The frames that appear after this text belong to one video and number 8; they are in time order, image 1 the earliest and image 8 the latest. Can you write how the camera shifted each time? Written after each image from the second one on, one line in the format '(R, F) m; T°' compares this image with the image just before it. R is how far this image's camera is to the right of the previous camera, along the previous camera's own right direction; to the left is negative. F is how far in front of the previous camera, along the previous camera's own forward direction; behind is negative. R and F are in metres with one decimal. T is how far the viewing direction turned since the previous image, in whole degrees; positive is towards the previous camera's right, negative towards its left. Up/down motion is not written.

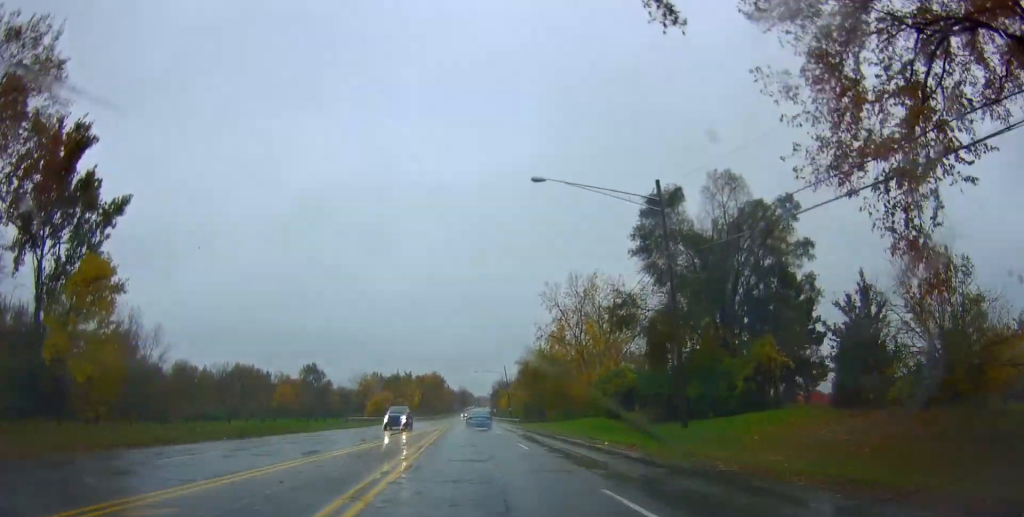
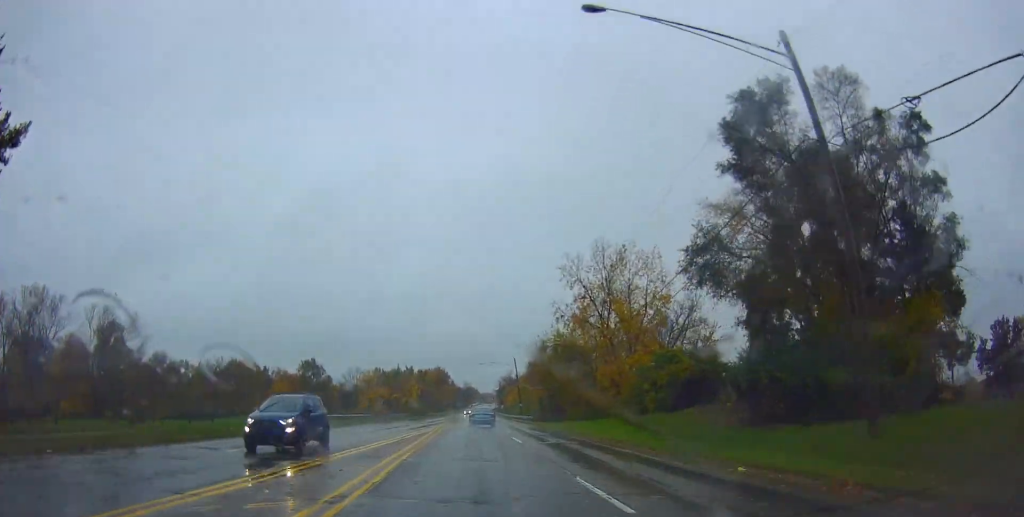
(-0.2, +13.9) m; -1°
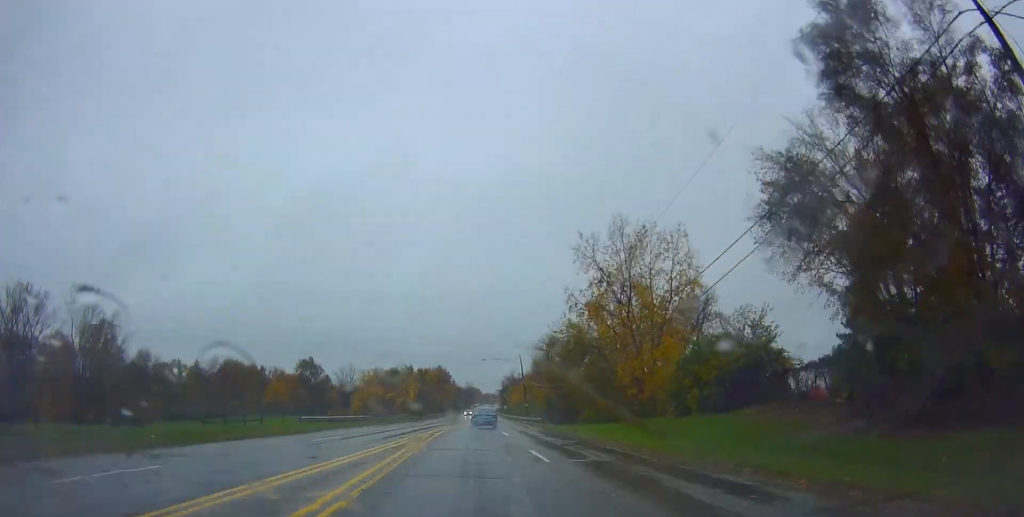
(-0.1, +8.2) m; 0°
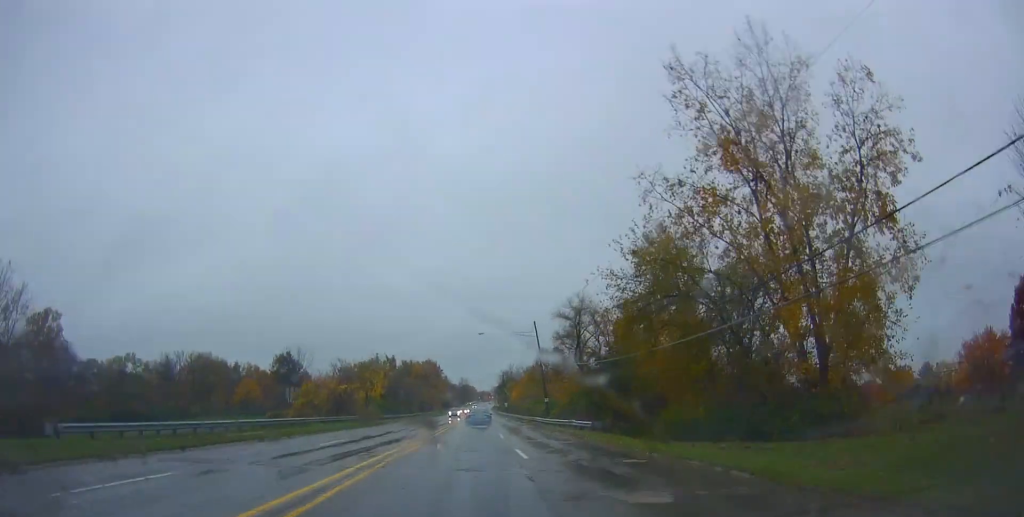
(+0.5, +32.4) m; +1°
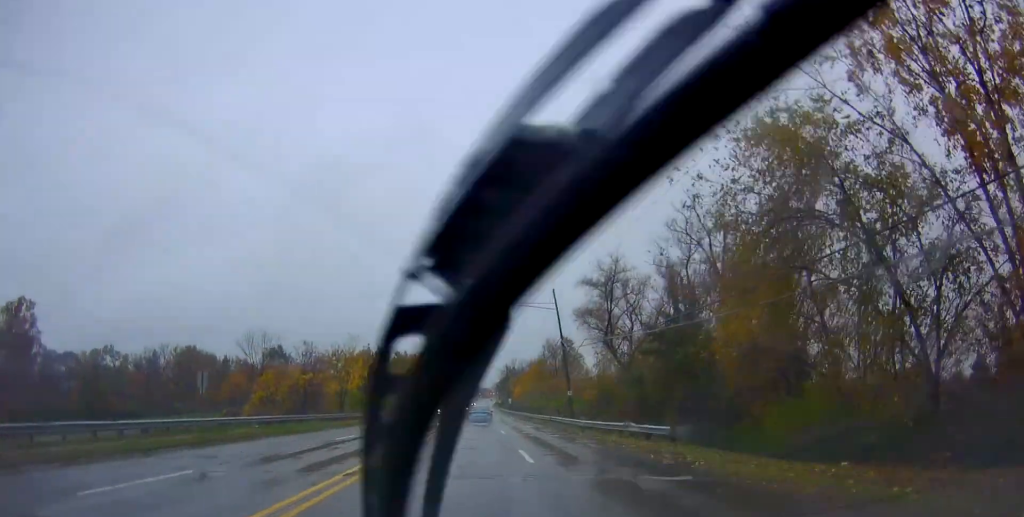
(-0.1, +15.3) m; -1°
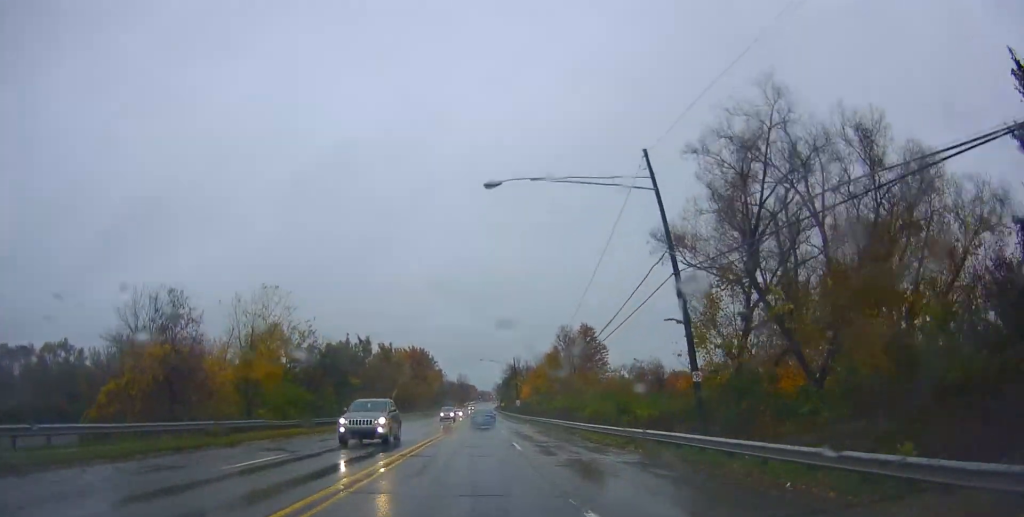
(-0.3, +27.3) m; -2°
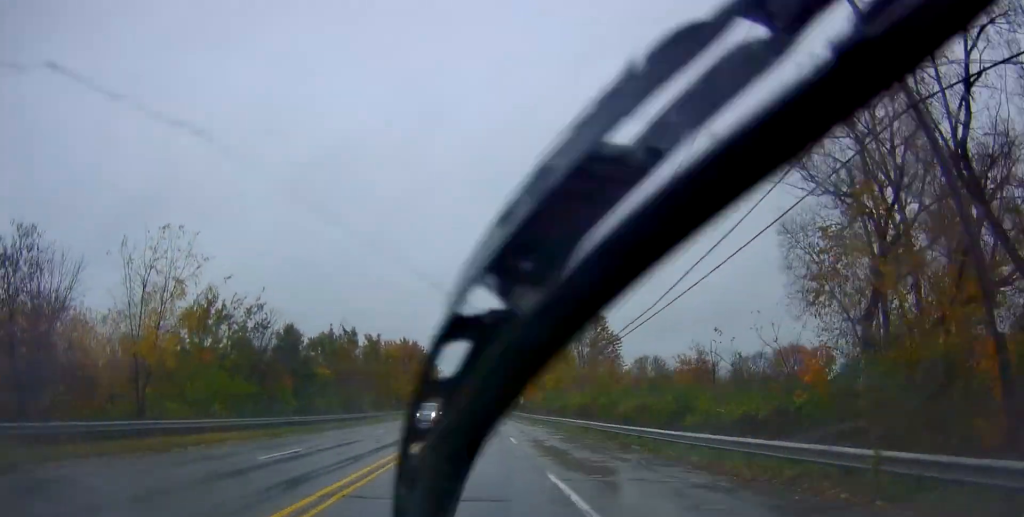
(-0.3, +13.3) m; +1°
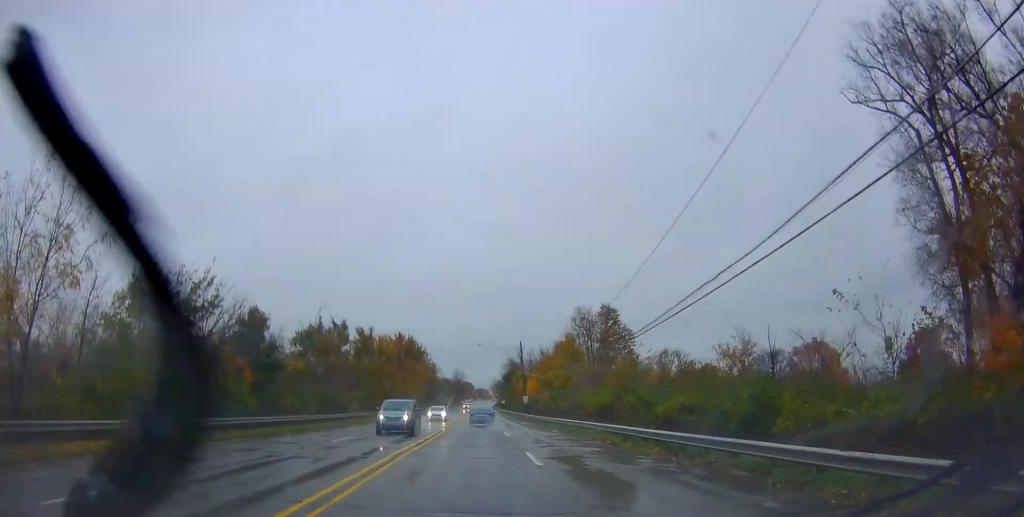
(-0.1, +8.8) m; +1°
